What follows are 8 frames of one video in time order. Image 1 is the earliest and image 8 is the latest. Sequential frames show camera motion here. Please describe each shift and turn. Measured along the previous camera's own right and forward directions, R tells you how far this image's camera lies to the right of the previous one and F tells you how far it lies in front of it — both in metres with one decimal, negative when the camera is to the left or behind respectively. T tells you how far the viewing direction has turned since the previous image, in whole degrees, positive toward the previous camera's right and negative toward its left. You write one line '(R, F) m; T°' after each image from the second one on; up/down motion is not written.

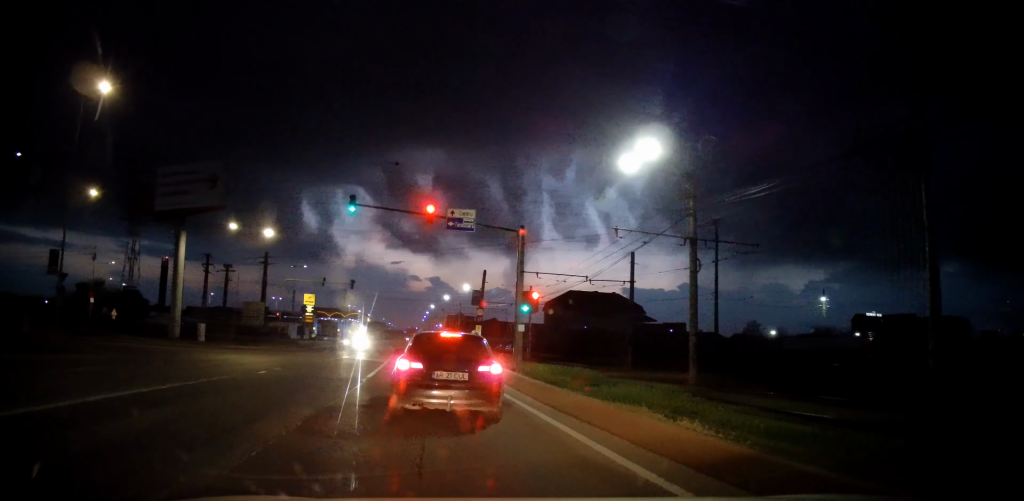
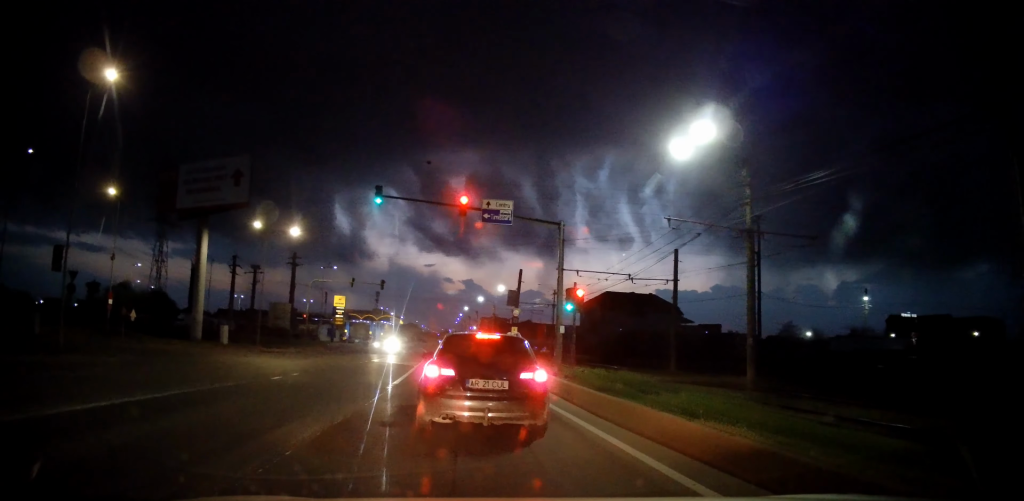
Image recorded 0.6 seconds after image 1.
(-0.1, +2.1) m; 0°
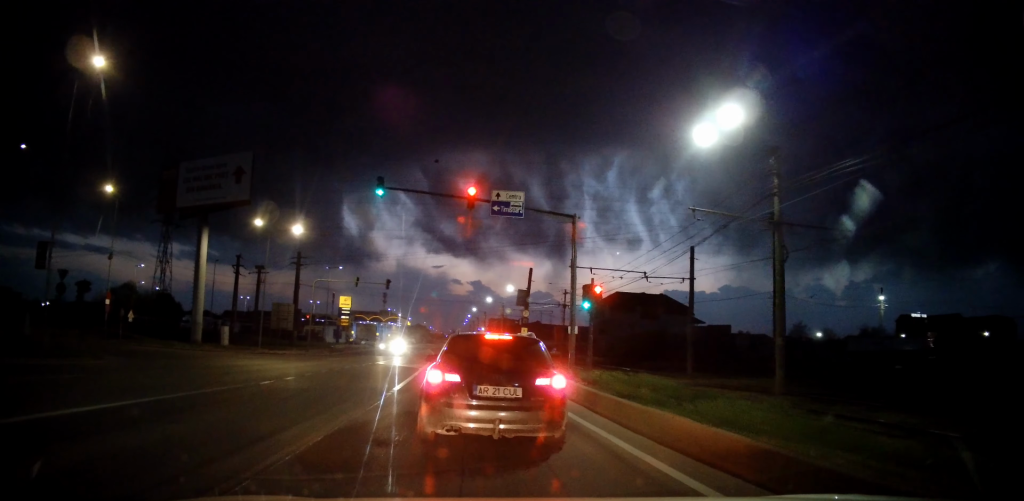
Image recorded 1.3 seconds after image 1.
(-0.1, +1.8) m; 0°
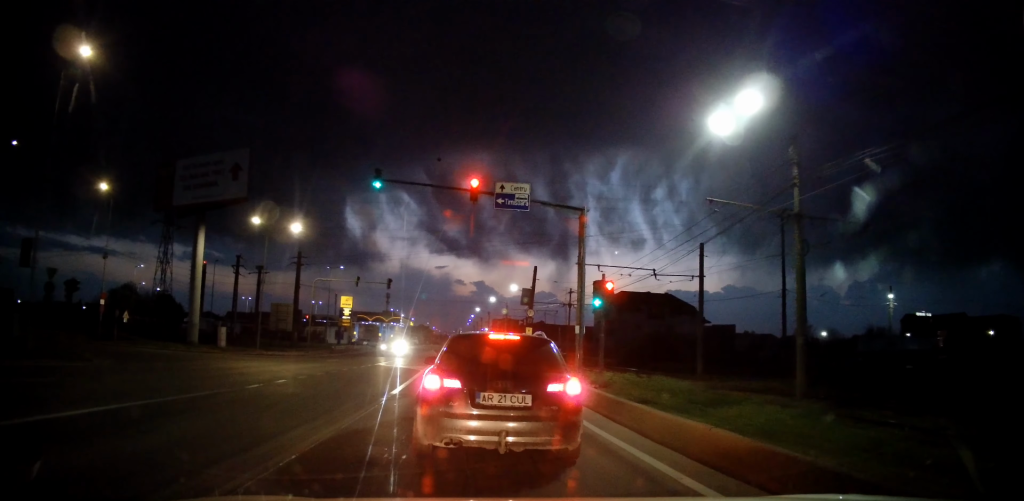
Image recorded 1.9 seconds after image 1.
(+0.2, +1.2) m; -2°
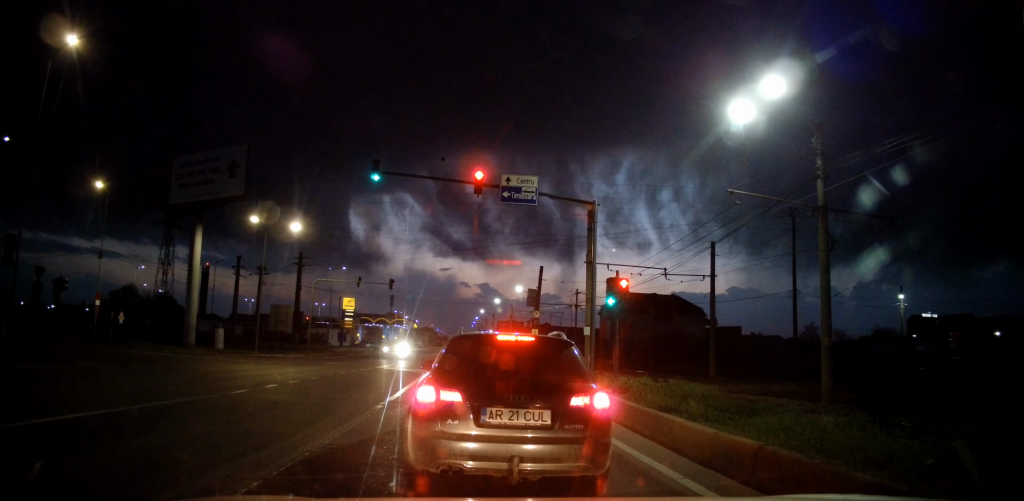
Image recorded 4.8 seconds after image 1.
(-0.7, +2.6) m; -1°
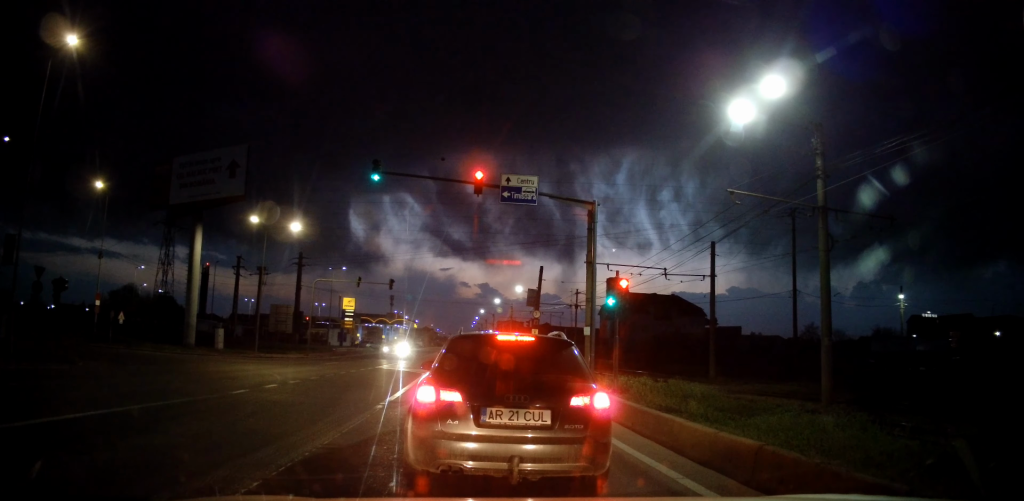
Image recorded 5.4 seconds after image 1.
(0.0, +0.1) m; 0°
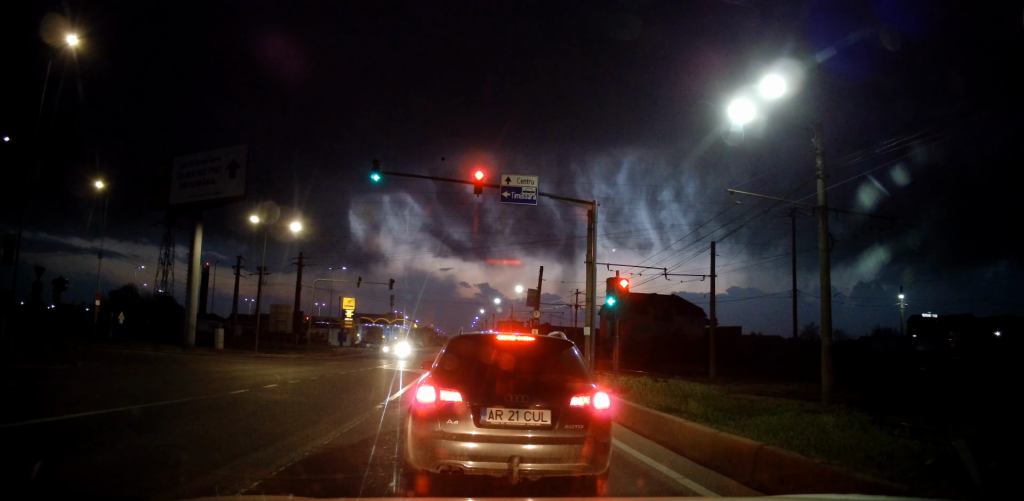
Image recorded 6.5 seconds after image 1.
(0.0, 0.0) m; 0°
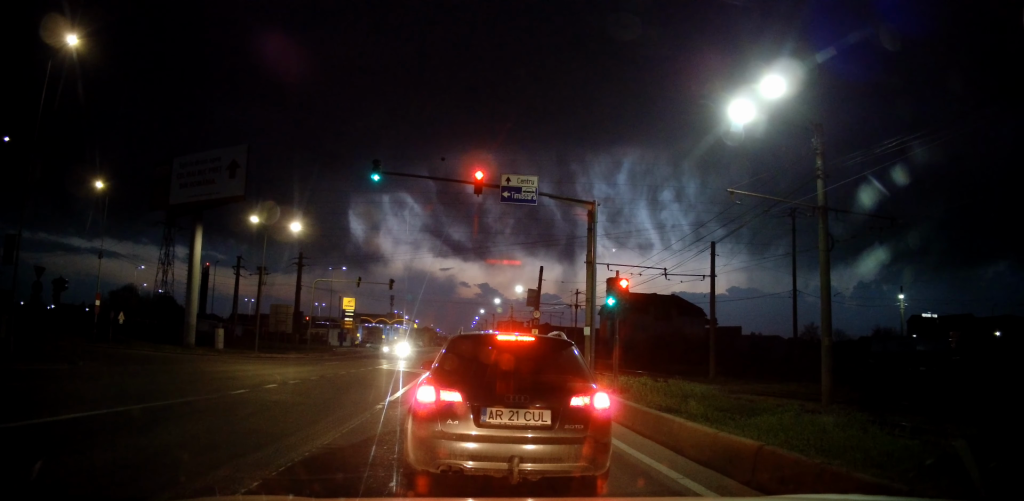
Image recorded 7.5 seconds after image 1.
(0.0, 0.0) m; 0°
